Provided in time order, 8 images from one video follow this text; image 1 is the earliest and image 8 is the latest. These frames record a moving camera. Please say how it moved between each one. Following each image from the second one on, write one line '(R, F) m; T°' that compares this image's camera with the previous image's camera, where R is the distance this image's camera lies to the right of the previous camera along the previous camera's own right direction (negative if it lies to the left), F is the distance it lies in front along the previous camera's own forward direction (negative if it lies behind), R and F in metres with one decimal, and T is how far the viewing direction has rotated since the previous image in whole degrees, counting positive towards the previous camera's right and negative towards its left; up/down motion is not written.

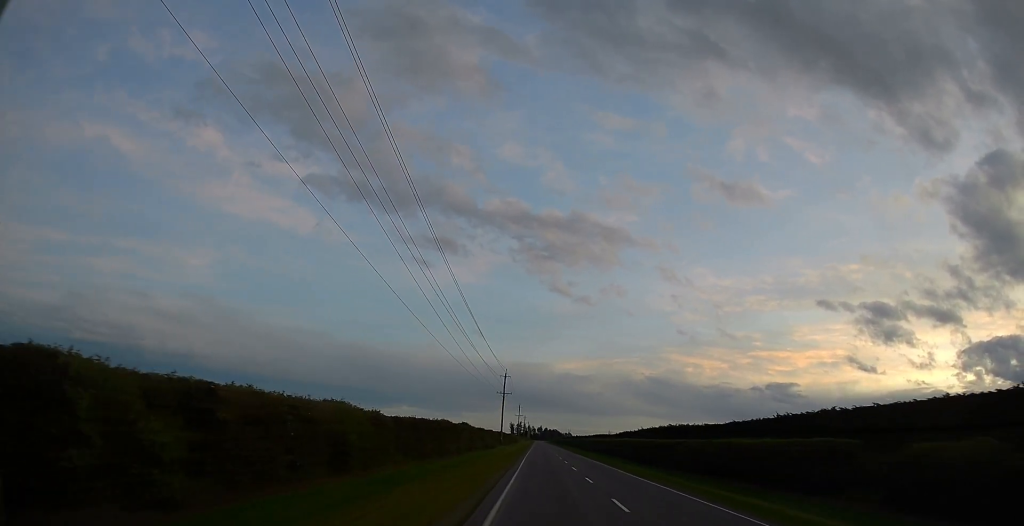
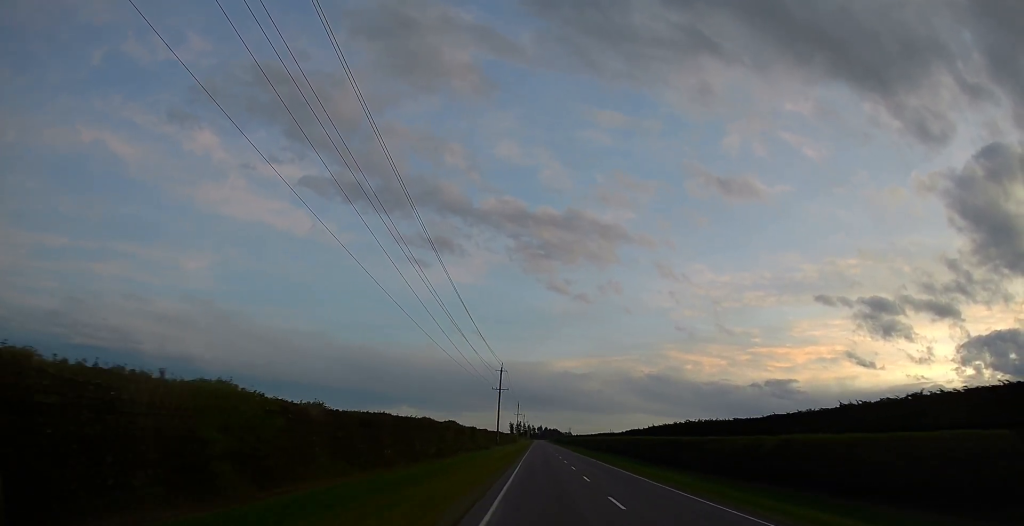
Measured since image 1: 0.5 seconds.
(+0.5, +9.4) m; +2°
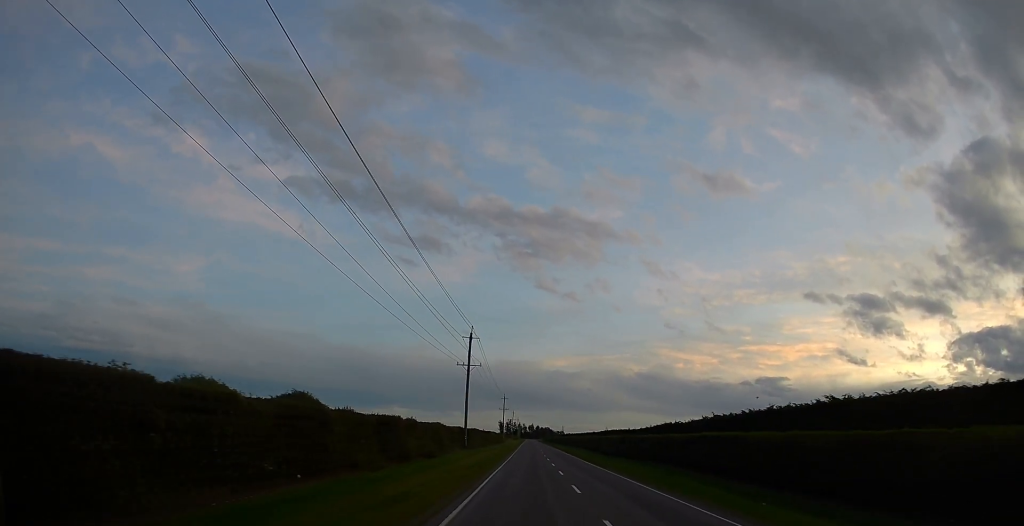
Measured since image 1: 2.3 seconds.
(+0.1, +34.9) m; -1°
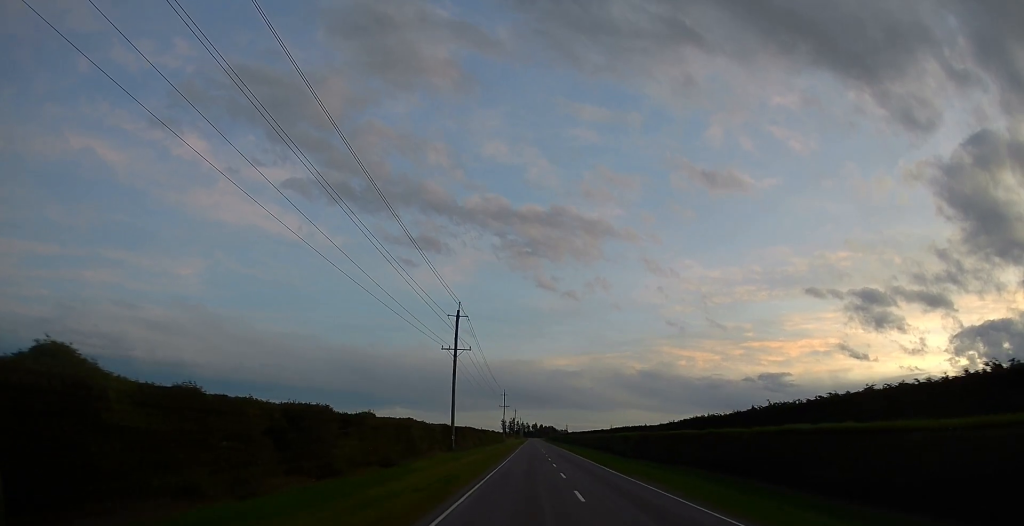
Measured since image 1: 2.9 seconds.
(0.0, +12.9) m; 0°
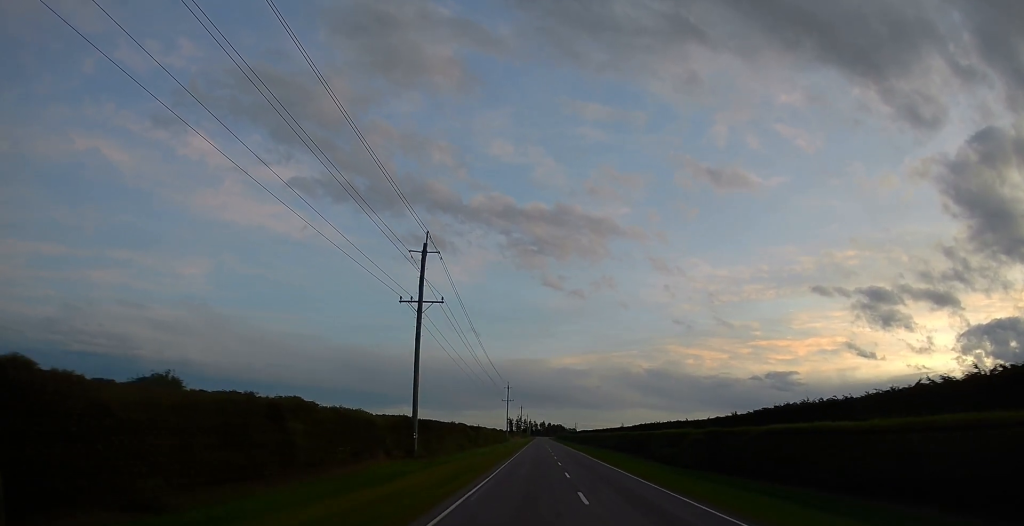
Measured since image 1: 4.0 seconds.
(-0.2, +20.7) m; 0°
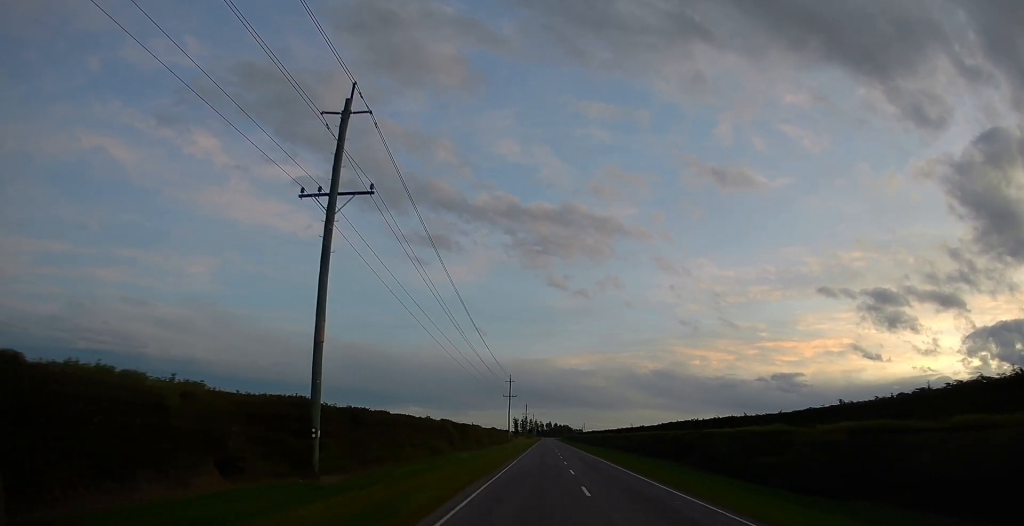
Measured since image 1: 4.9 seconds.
(+0.3, +17.9) m; +1°
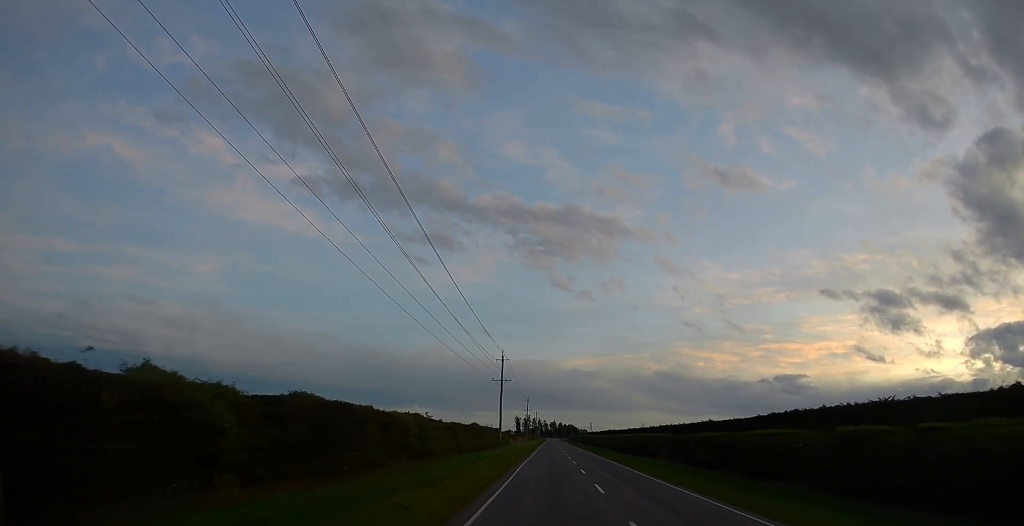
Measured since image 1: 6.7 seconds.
(-1.1, +38.2) m; -3°
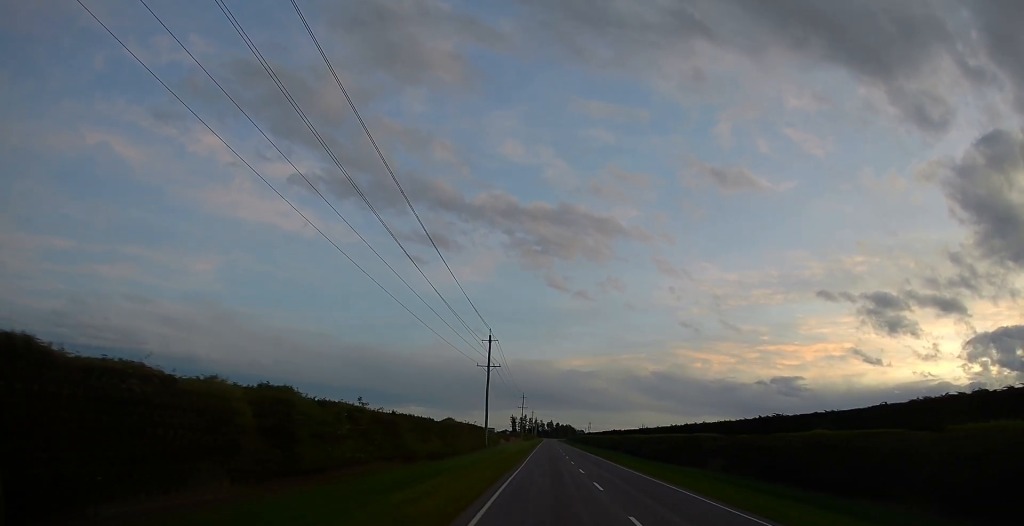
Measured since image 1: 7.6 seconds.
(+0.2, +18.6) m; 0°
